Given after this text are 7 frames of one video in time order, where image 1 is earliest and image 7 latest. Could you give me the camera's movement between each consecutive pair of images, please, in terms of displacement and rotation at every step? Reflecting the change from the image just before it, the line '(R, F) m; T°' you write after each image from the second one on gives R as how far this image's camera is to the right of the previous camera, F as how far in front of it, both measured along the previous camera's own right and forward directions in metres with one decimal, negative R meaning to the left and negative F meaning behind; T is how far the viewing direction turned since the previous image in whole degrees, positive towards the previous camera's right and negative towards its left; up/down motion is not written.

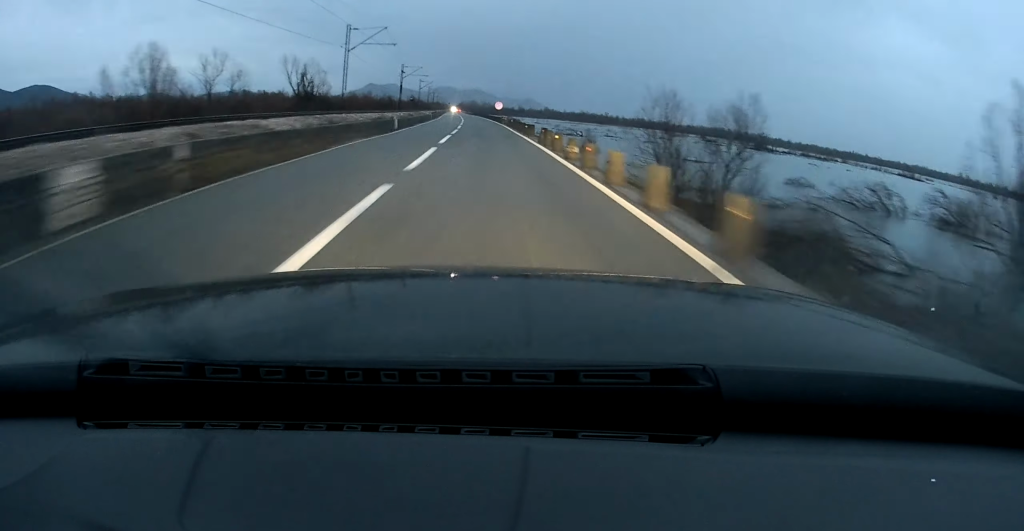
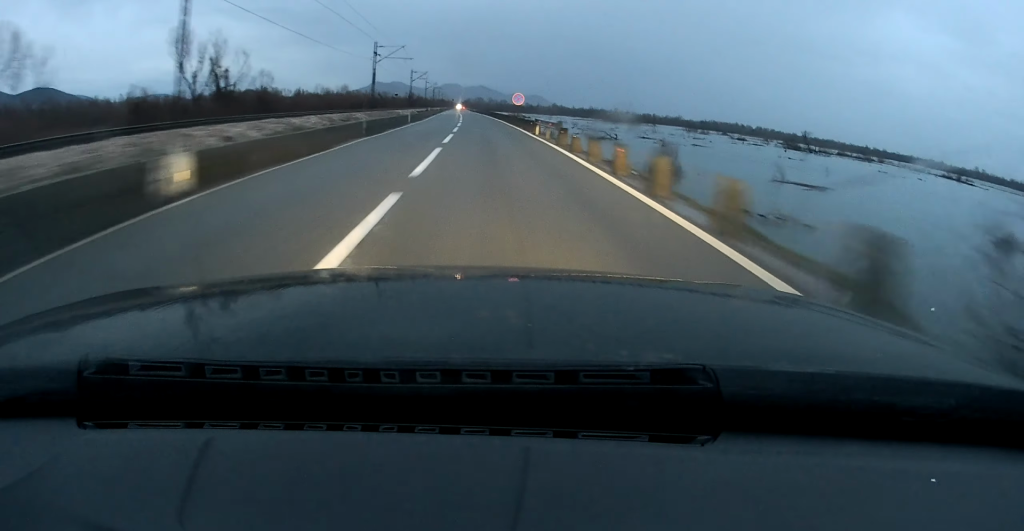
(-0.6, +32.1) m; -1°
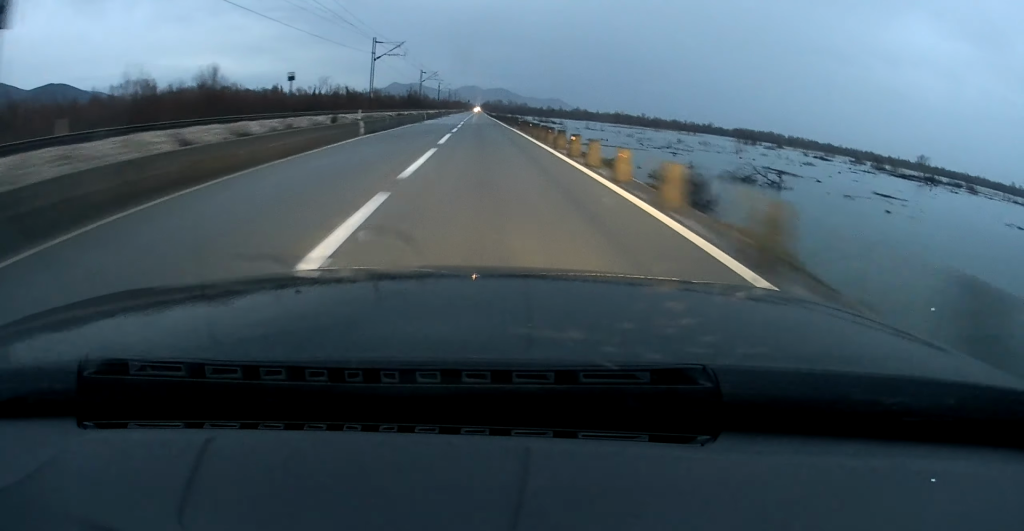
(-0.6, +61.4) m; -1°
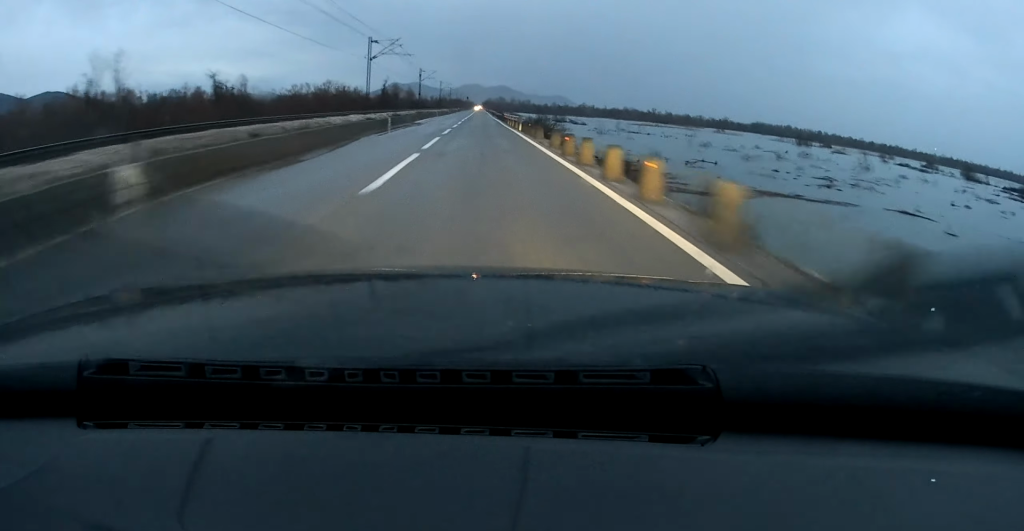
(-0.5, +57.1) m; 0°
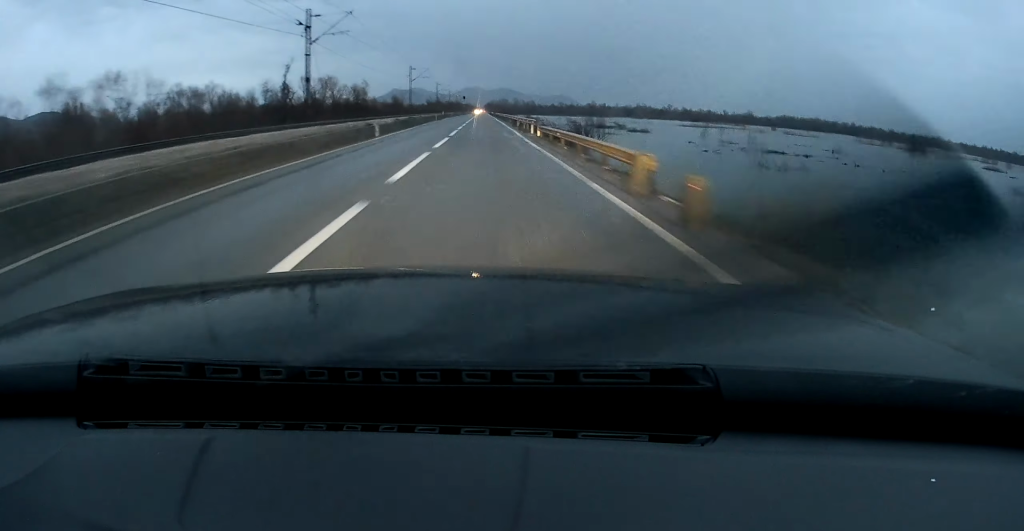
(0.0, +78.4) m; 0°
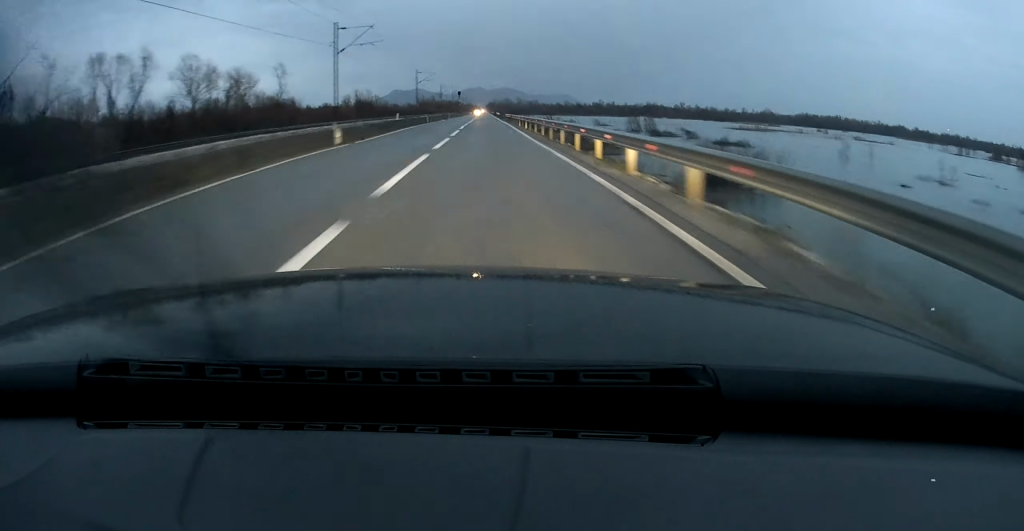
(0.0, +52.5) m; 0°
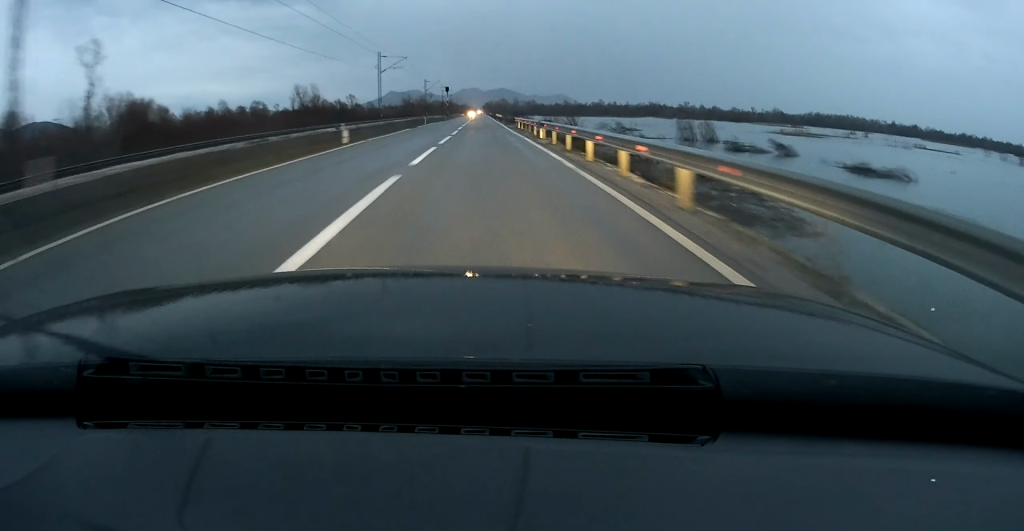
(-0.1, +36.0) m; 0°
